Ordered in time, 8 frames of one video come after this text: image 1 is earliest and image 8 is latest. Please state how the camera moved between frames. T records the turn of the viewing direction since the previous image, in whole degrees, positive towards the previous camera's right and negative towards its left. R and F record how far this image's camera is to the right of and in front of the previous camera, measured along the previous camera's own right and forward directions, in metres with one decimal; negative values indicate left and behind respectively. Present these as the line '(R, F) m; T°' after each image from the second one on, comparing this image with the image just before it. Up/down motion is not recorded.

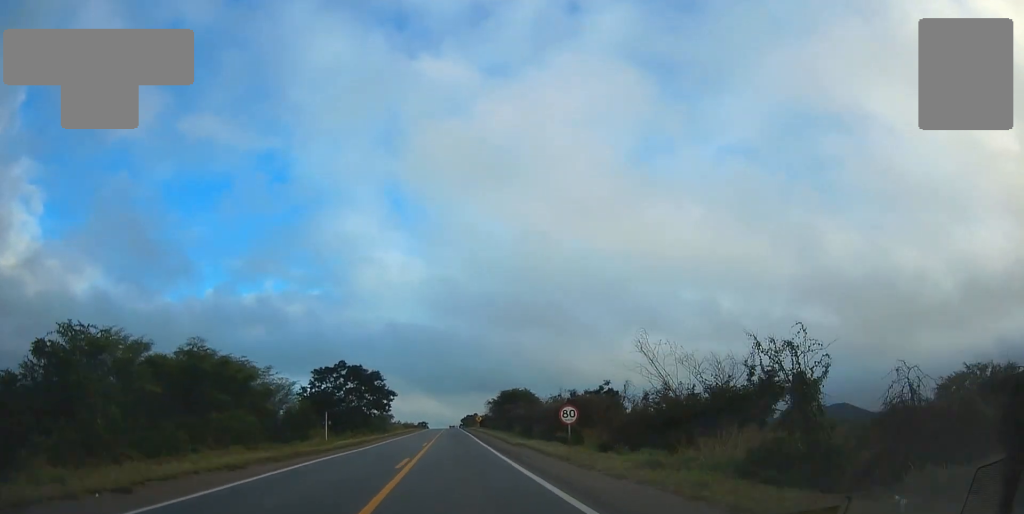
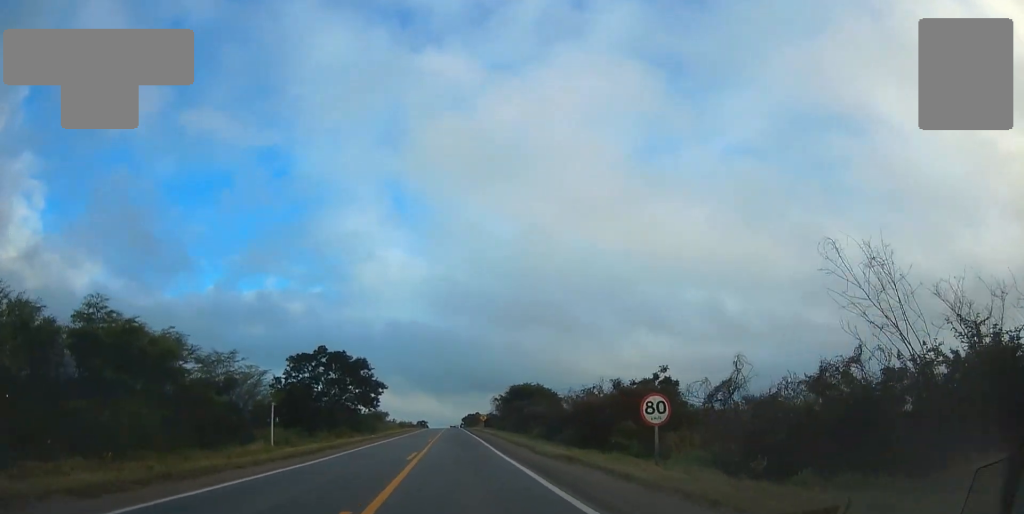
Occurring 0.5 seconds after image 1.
(0.0, +12.4) m; 0°
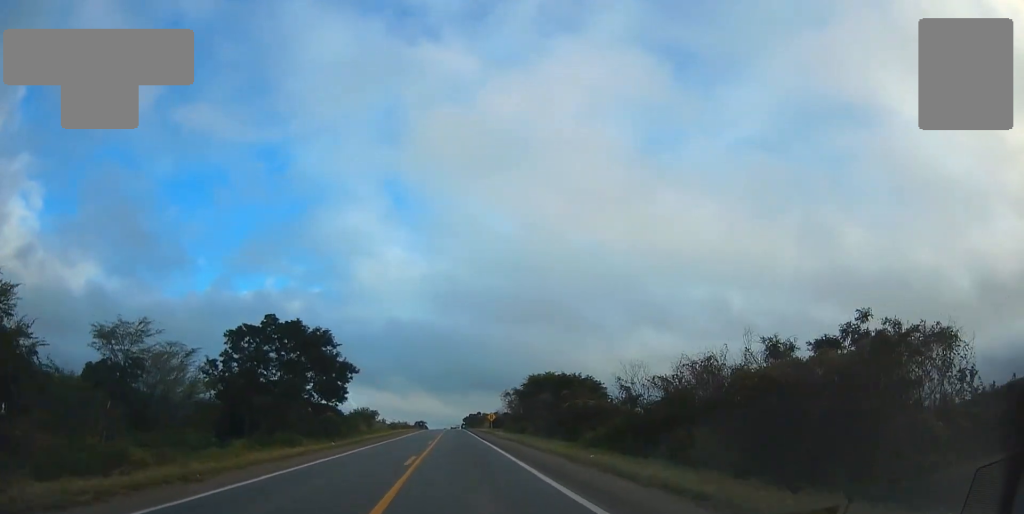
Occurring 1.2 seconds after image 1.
(-0.3, +18.3) m; 0°
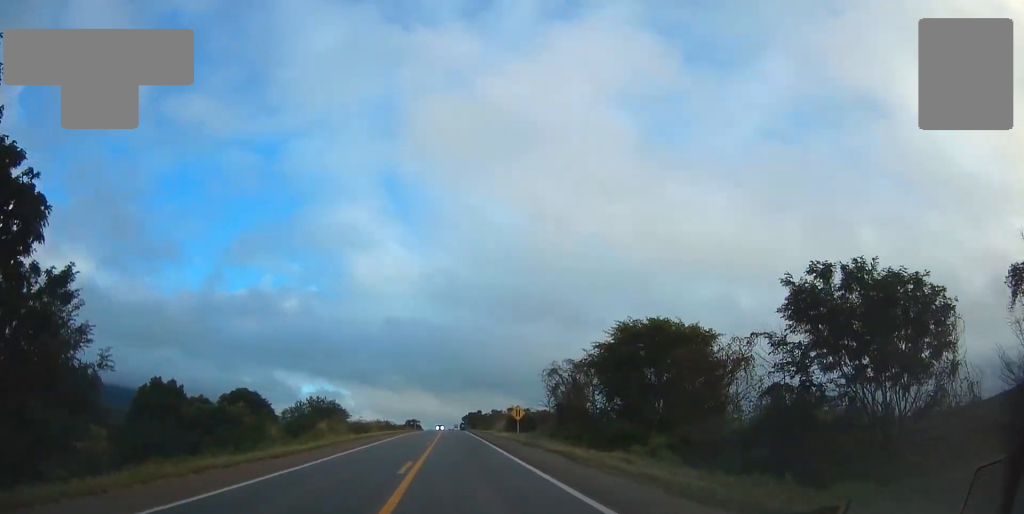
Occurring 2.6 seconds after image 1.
(-0.1, +34.5) m; -2°
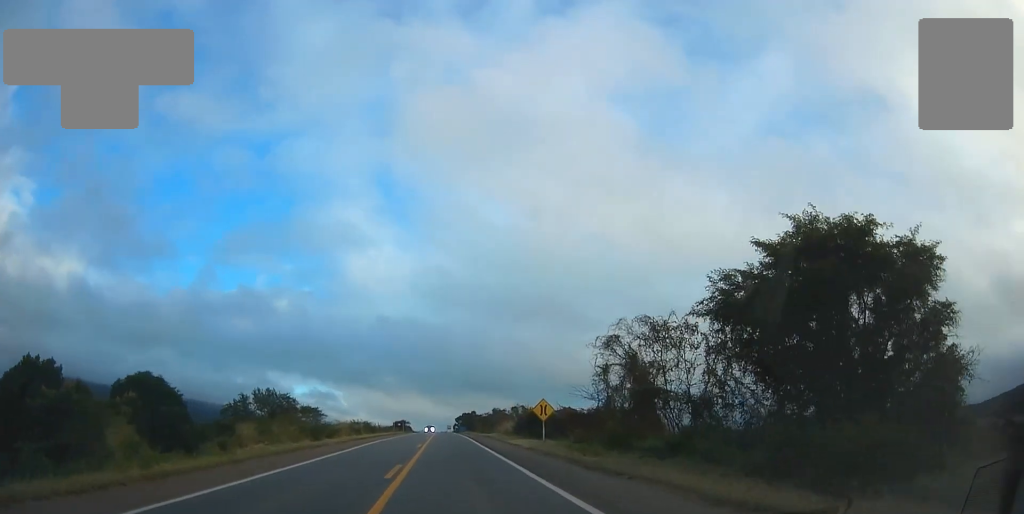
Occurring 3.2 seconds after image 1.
(-0.7, +16.6) m; -1°
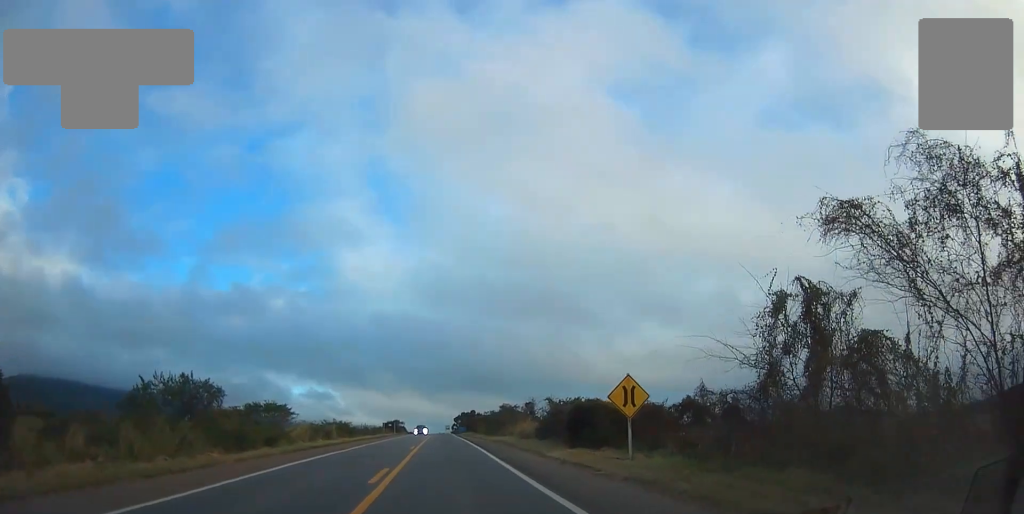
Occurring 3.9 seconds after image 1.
(+0.2, +16.6) m; +1°
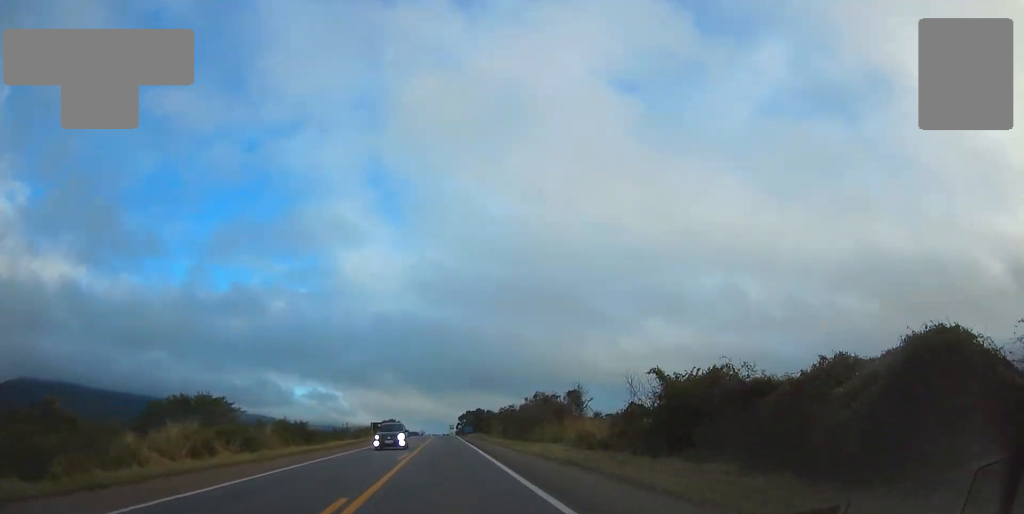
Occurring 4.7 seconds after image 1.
(+0.3, +21.8) m; +1°
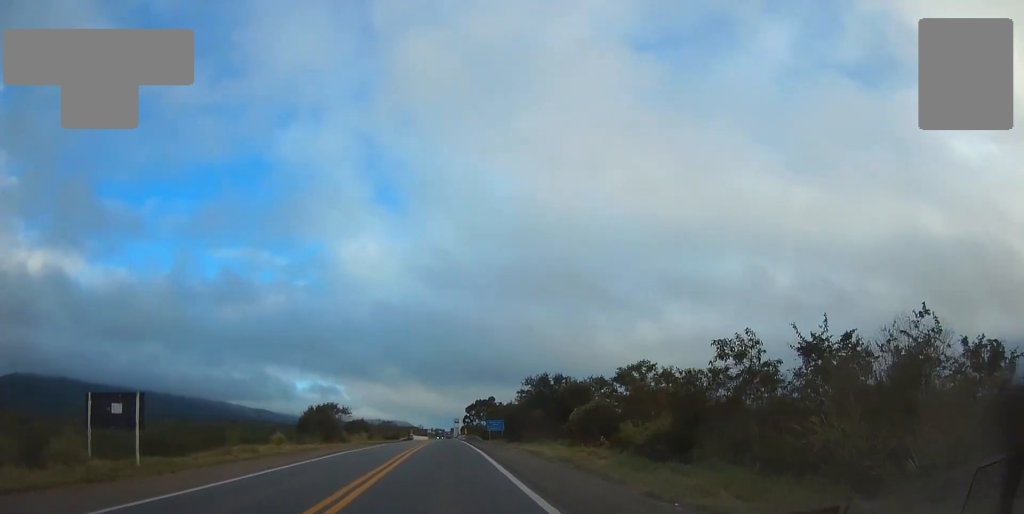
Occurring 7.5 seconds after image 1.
(+0.9, +72.1) m; +1°
